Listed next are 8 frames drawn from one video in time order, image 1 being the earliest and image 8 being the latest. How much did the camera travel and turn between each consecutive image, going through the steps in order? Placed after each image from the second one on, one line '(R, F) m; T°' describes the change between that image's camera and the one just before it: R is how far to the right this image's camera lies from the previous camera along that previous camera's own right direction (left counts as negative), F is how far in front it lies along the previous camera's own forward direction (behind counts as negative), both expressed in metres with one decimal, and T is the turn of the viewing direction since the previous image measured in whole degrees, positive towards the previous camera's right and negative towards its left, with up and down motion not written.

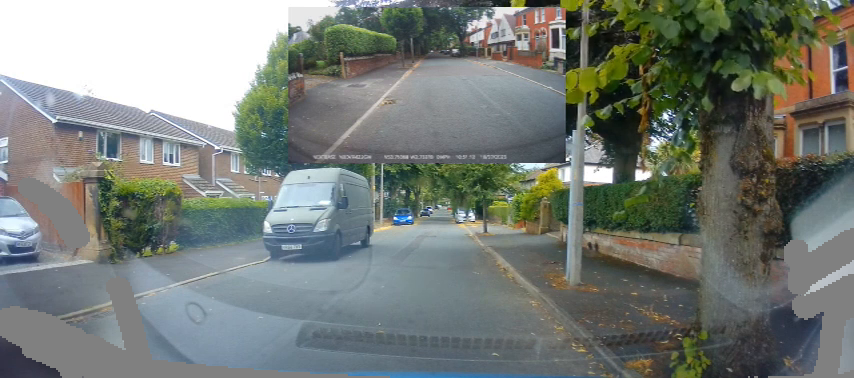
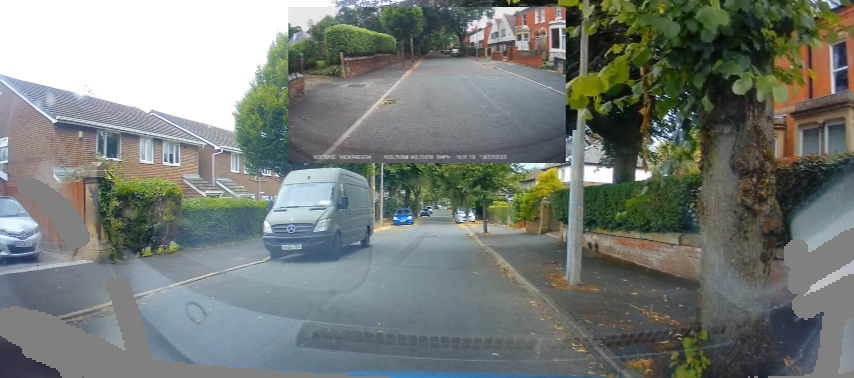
(0.0, 0.0) m; 0°
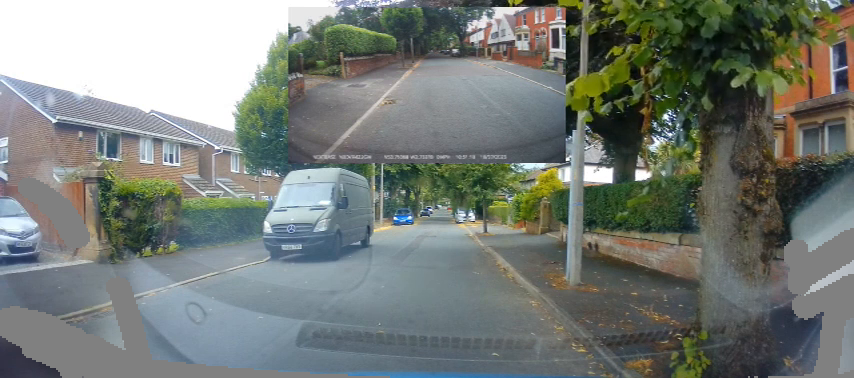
(0.0, 0.0) m; 0°
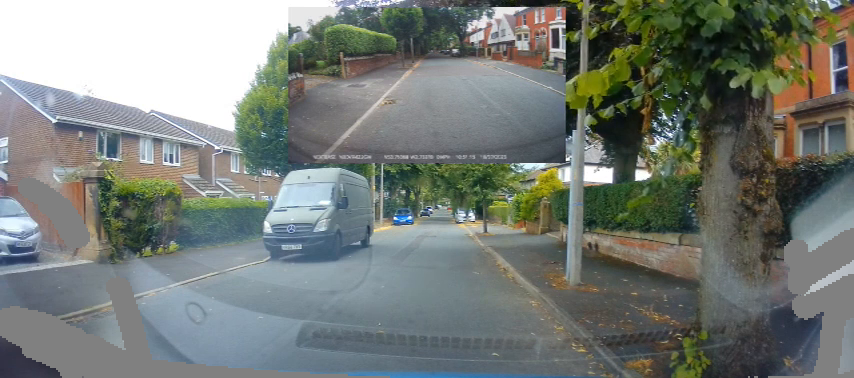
(0.0, 0.0) m; 0°
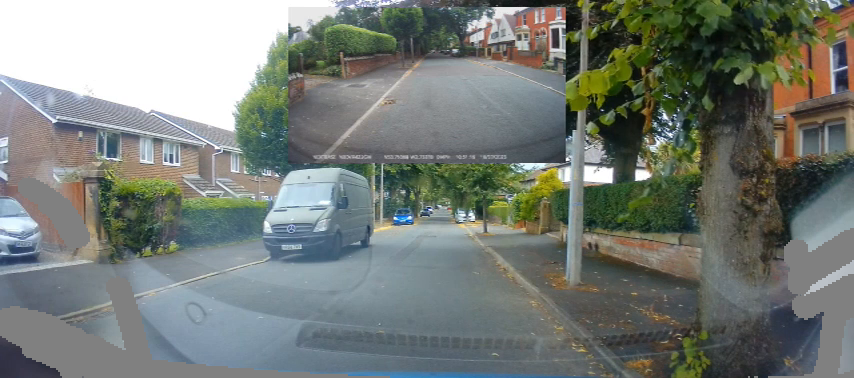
(0.0, 0.0) m; 0°
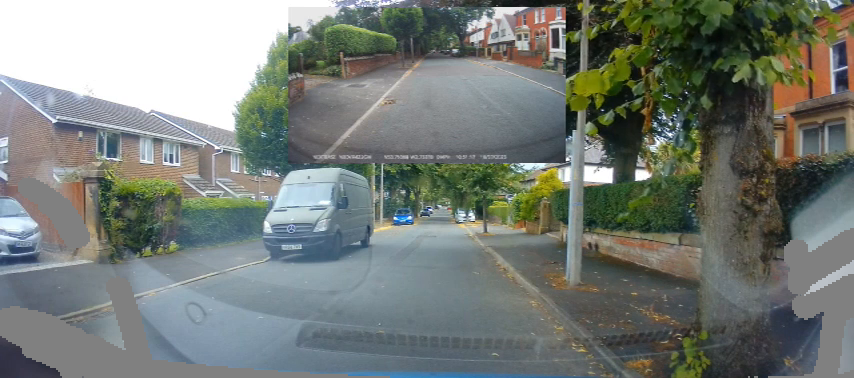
(0.0, 0.0) m; 0°
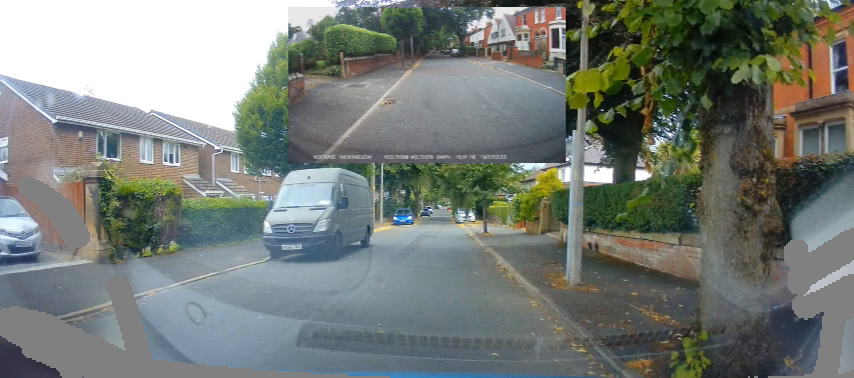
(0.0, 0.0) m; 0°
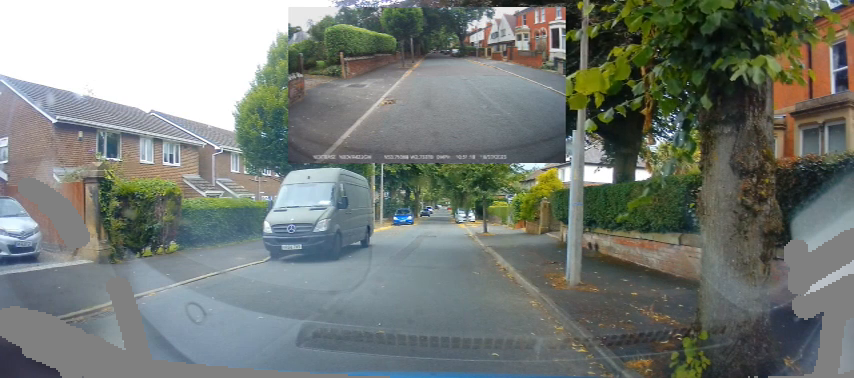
(0.0, 0.0) m; 0°
